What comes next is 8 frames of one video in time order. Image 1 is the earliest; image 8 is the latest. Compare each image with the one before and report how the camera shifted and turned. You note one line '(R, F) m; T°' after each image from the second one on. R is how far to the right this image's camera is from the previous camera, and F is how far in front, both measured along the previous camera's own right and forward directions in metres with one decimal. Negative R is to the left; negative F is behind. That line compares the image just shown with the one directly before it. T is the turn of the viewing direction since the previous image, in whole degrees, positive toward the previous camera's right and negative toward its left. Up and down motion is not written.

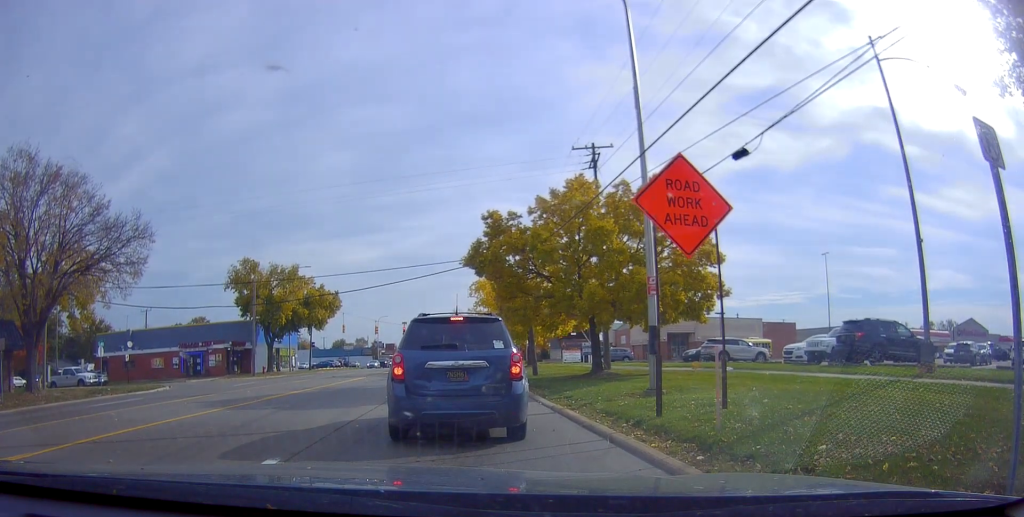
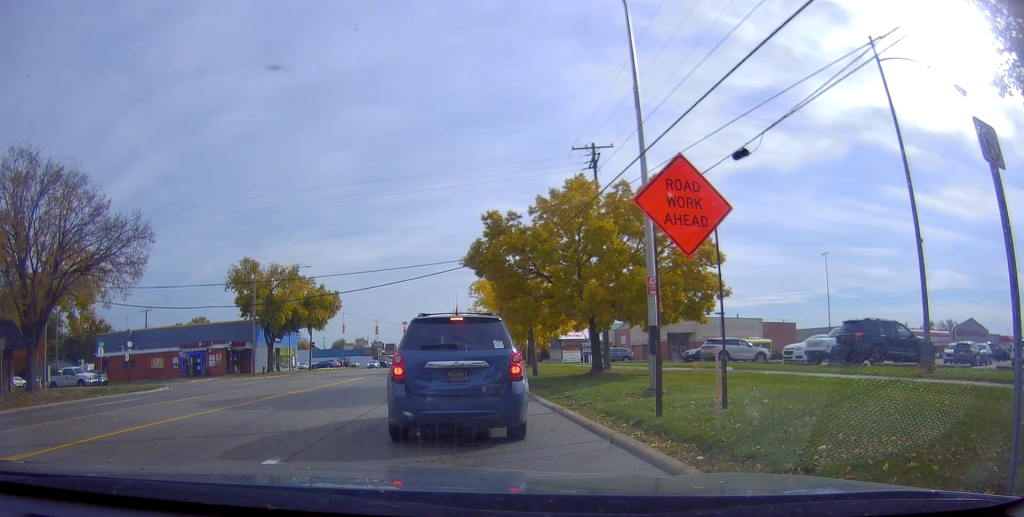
(0.0, 0.0) m; 0°
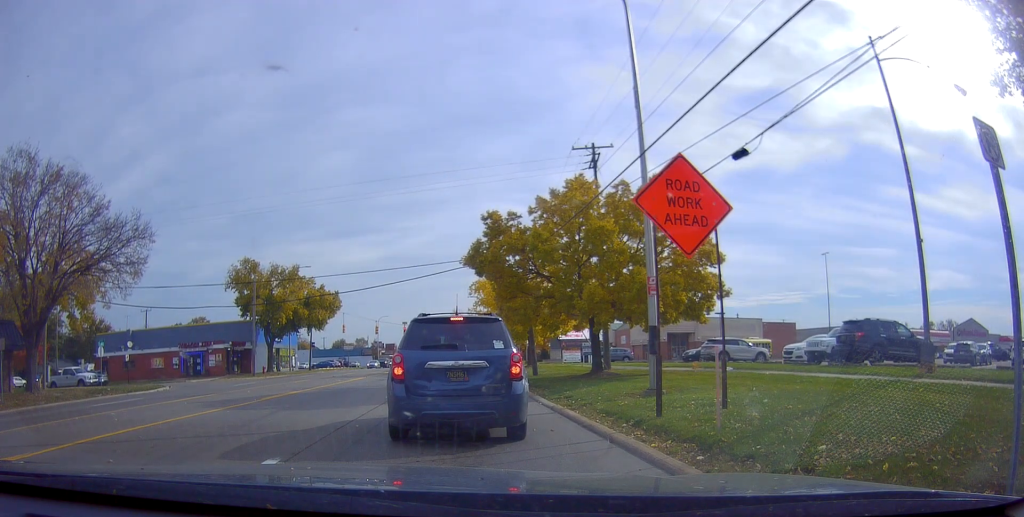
(0.0, 0.0) m; 0°
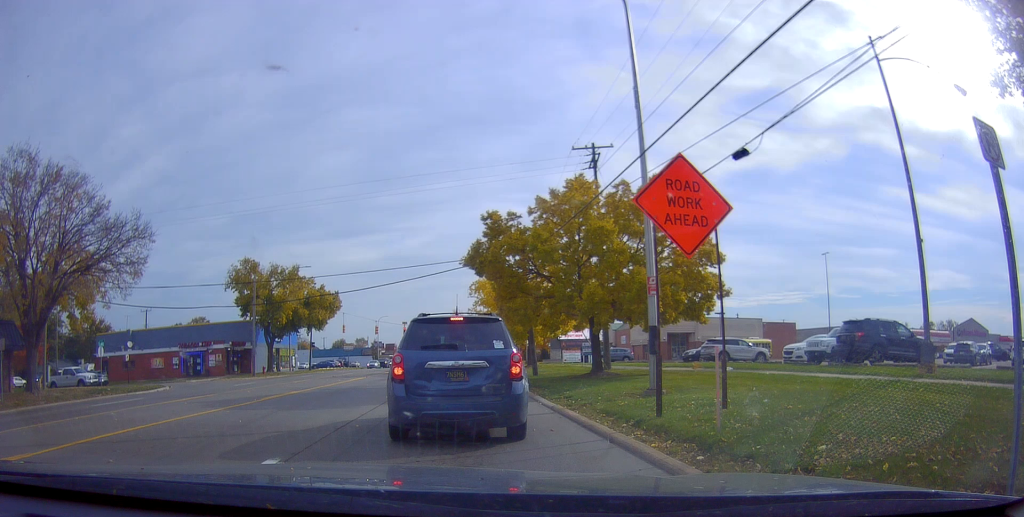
(0.0, 0.0) m; 0°
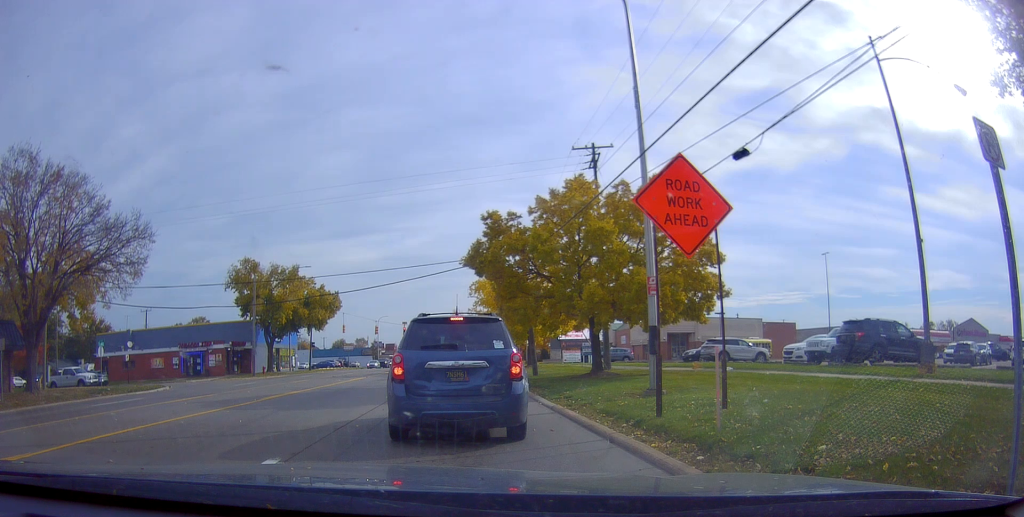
(0.0, 0.0) m; 0°
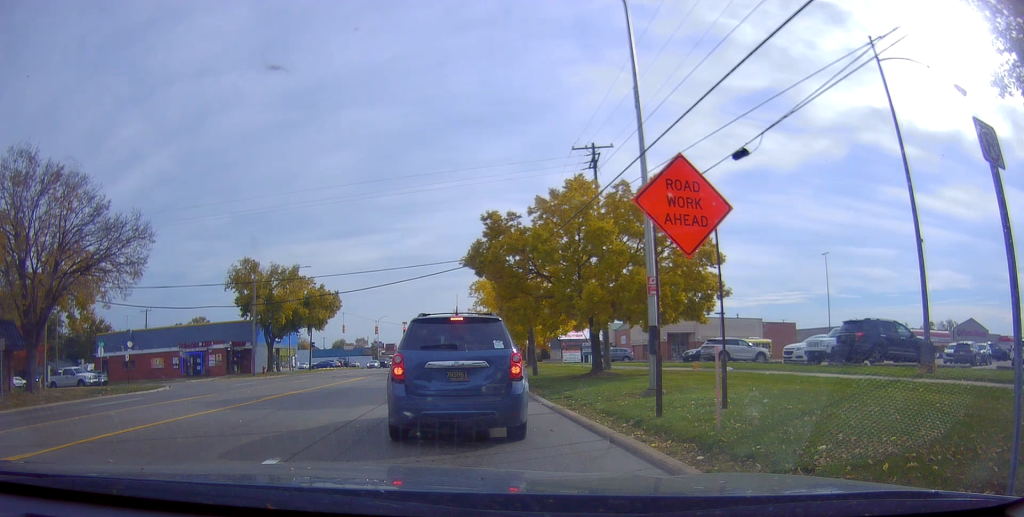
(0.0, 0.0) m; 0°
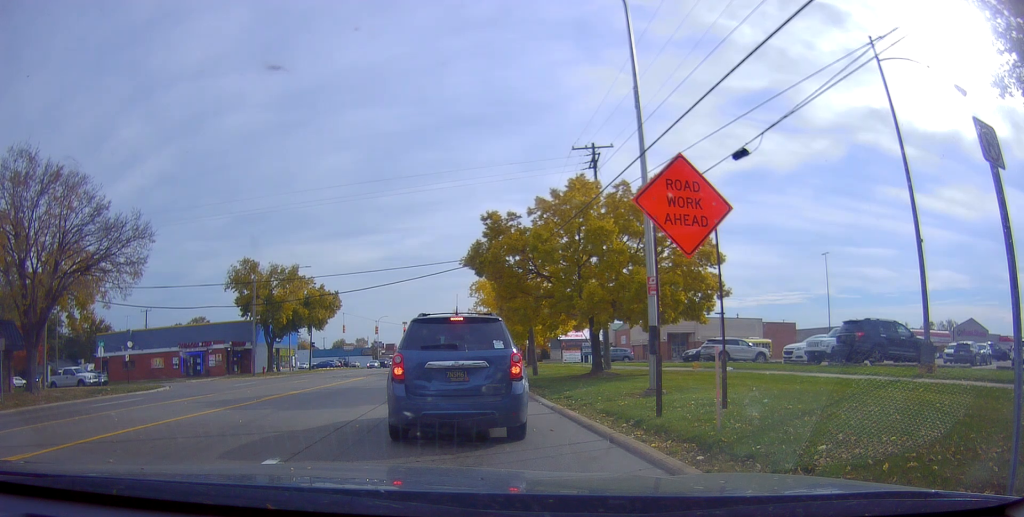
(0.0, 0.0) m; 0°
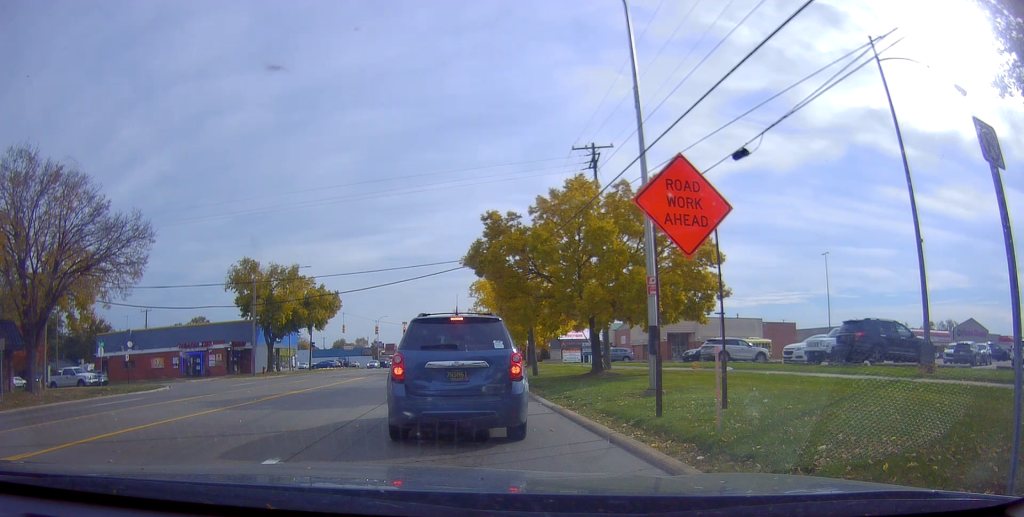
(0.0, 0.0) m; 0°
